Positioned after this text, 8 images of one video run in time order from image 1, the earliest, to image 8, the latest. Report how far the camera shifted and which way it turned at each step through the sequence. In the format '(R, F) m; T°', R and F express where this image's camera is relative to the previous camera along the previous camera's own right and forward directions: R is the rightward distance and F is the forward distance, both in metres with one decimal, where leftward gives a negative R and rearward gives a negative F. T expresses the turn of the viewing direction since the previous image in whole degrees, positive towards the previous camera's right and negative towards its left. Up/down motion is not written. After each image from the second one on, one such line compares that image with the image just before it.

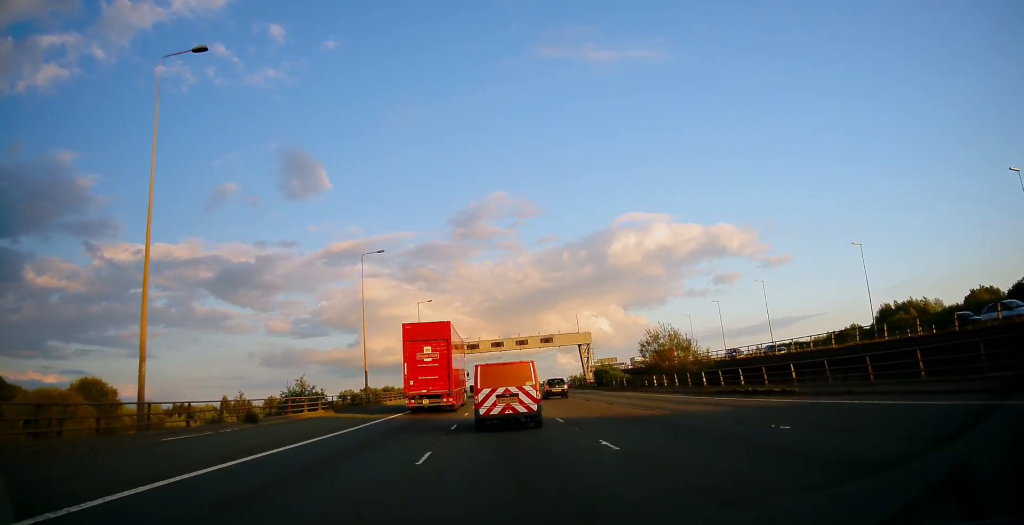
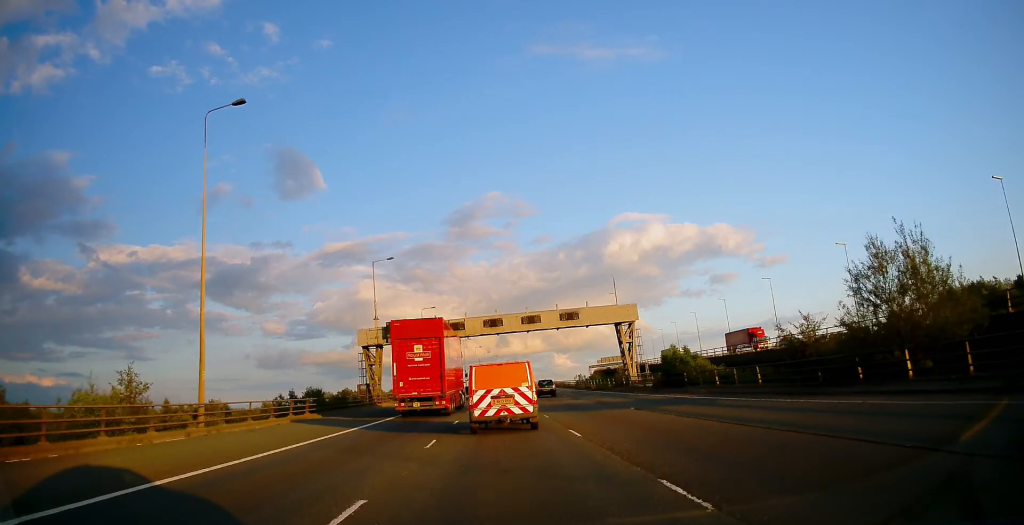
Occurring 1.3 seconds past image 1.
(+0.2, +32.3) m; +1°
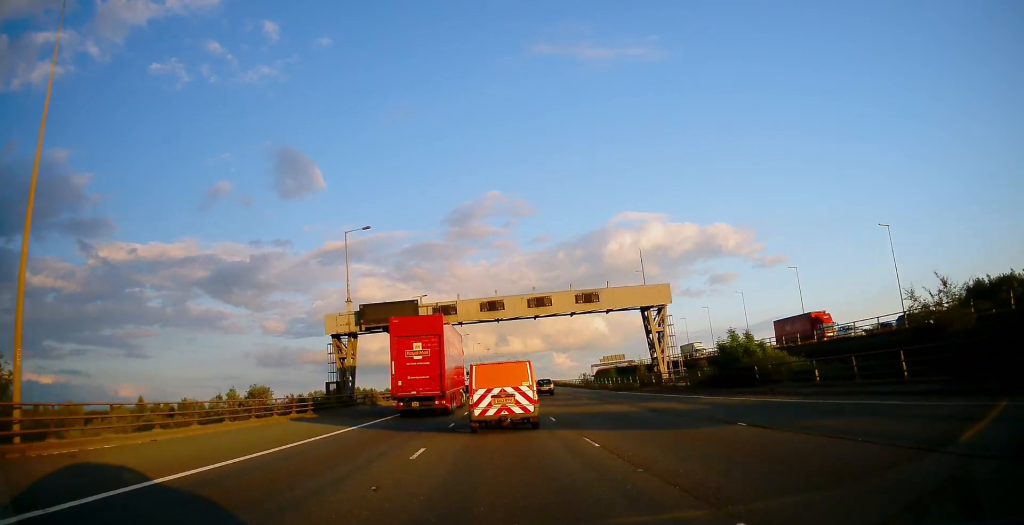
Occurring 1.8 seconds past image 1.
(+0.2, +11.2) m; 0°
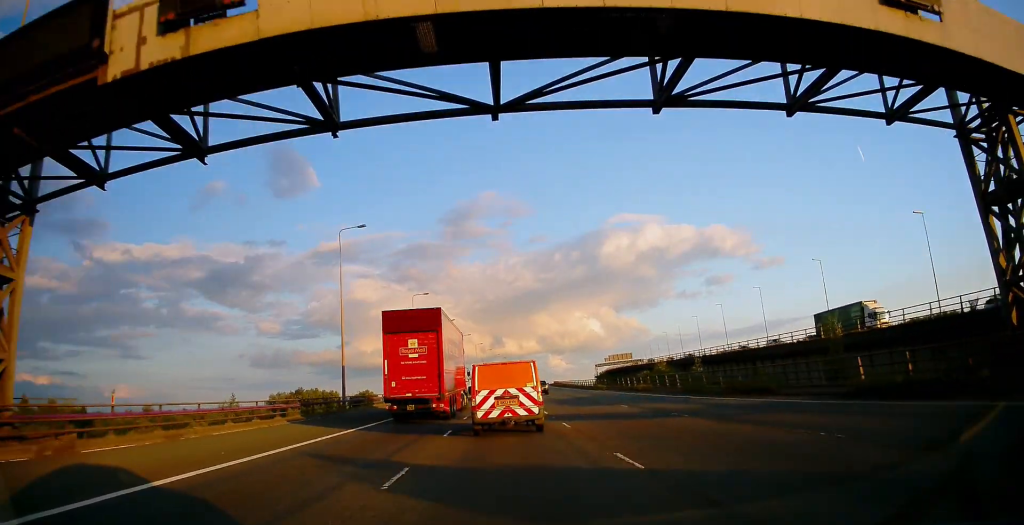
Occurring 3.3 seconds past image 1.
(-0.4, +39.3) m; -1°
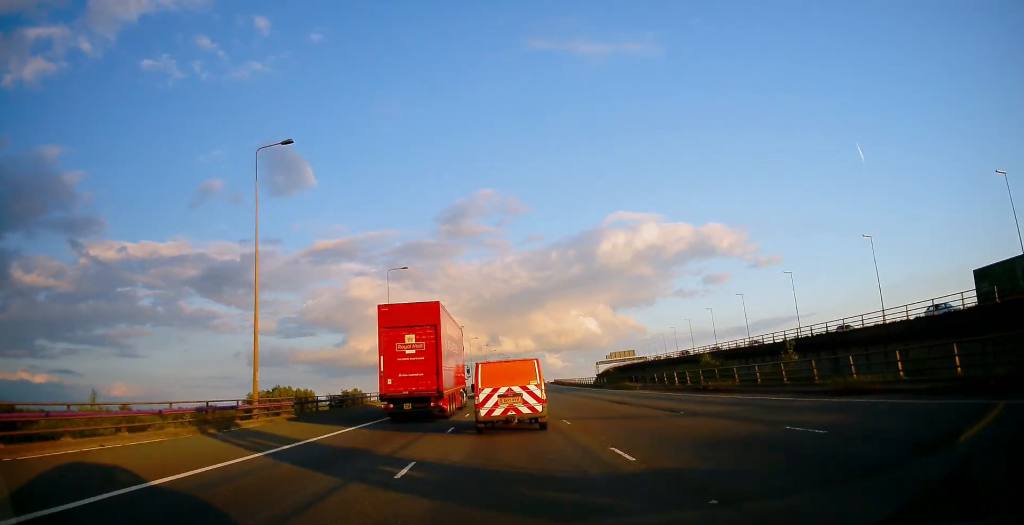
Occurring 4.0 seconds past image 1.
(+0.3, +17.2) m; +1°
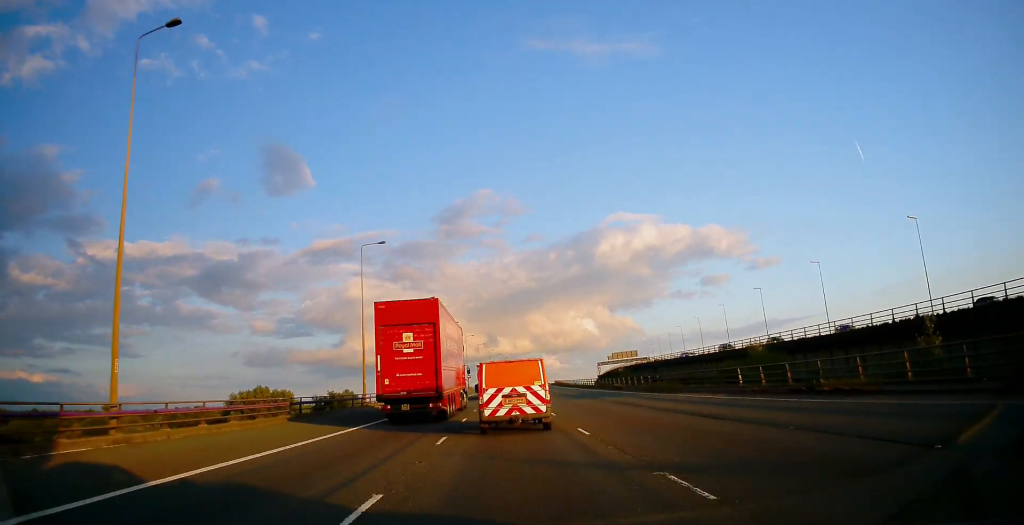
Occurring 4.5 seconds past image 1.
(+0.1, +12.3) m; +1°
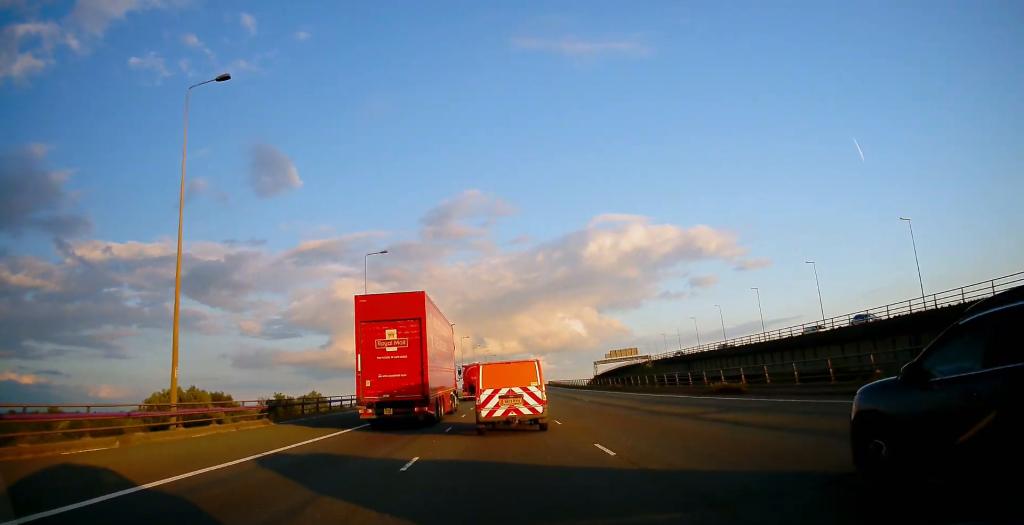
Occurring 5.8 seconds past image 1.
(+0.2, +30.9) m; +1°
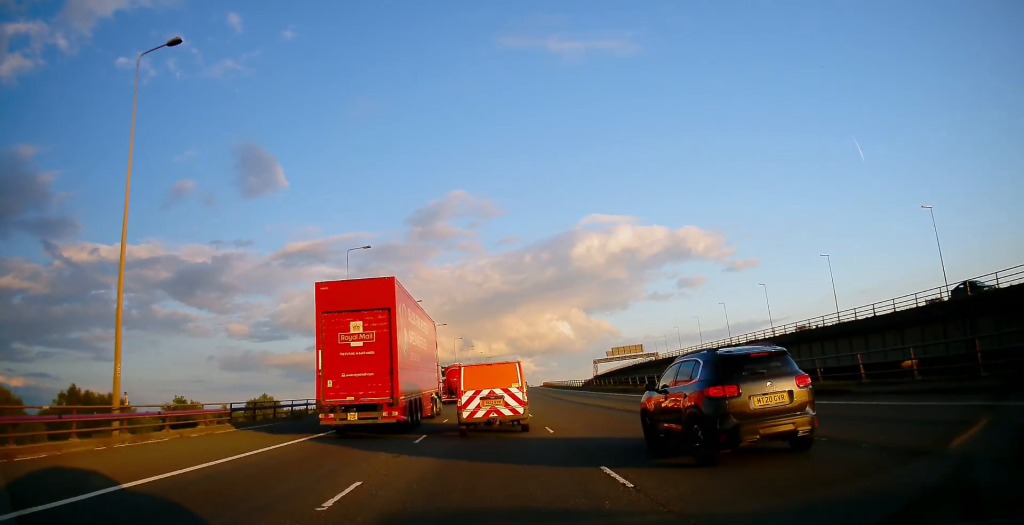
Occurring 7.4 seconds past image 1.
(+0.5, +39.5) m; +1°
